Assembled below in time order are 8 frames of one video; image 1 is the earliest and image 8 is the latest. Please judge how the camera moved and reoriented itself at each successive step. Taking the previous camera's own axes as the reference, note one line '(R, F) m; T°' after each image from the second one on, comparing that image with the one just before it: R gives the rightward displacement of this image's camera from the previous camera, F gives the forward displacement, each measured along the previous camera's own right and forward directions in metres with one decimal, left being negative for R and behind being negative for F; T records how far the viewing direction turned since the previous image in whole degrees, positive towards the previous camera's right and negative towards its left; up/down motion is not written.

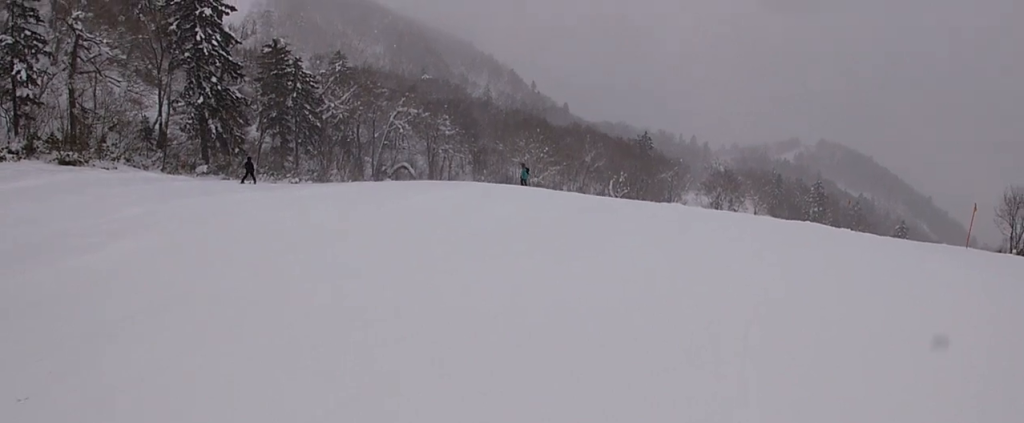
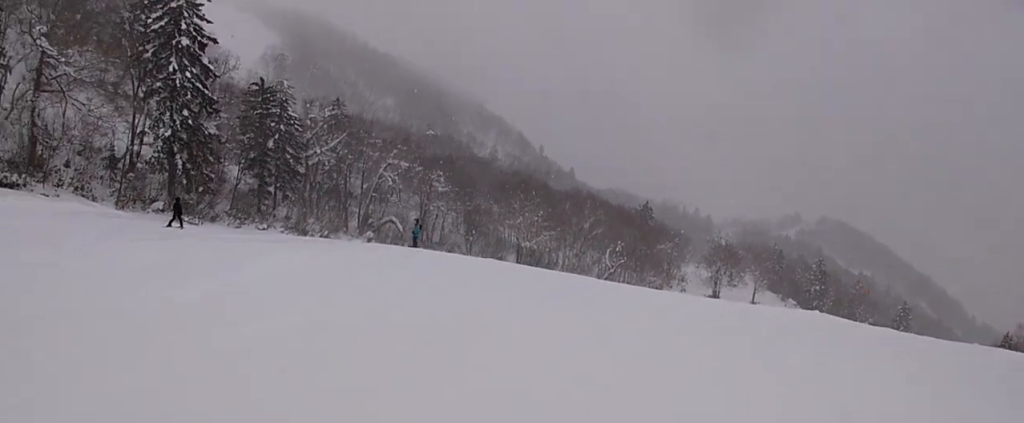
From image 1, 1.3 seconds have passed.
(+0.4, +5.4) m; -9°
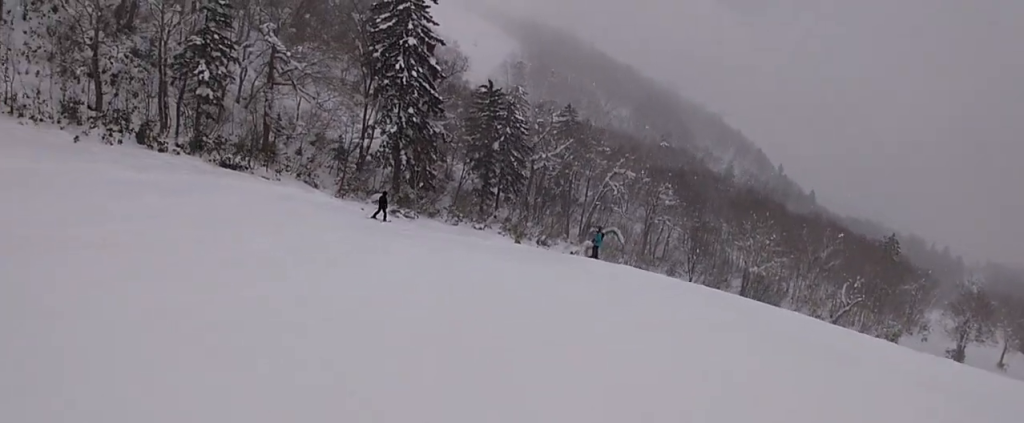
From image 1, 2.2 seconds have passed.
(-0.4, +3.1) m; -20°
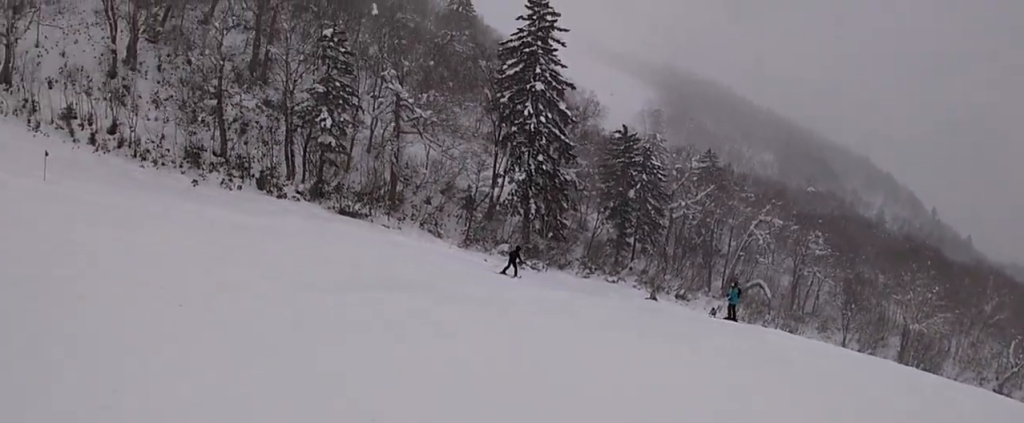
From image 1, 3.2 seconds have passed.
(-0.9, +3.5) m; -15°
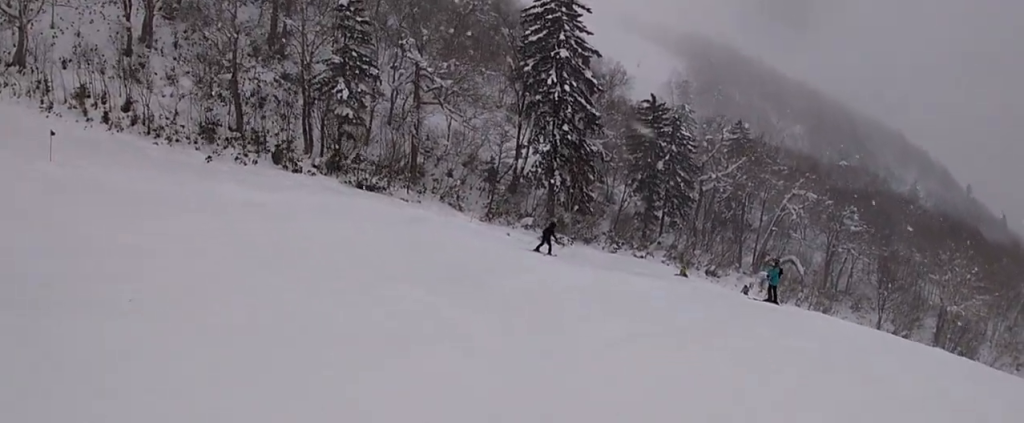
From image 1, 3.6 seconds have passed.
(-0.1, +1.5) m; 0°
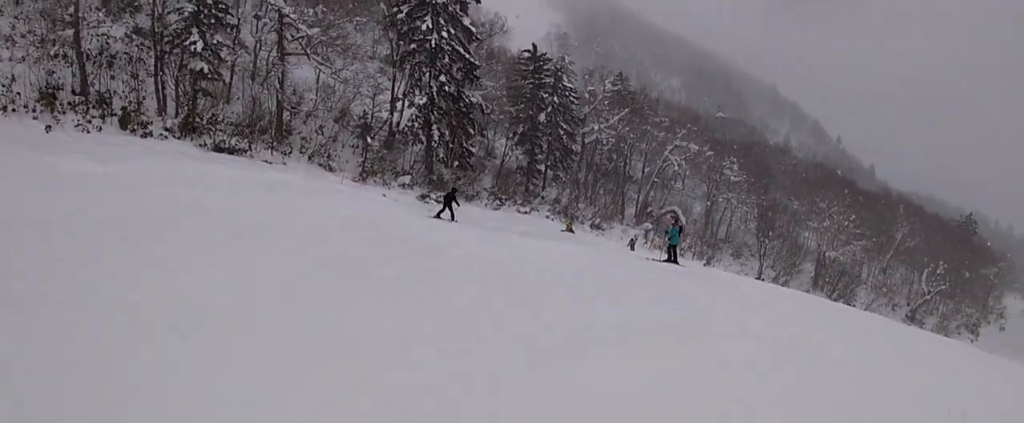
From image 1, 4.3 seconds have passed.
(0.0, +2.3) m; +7°
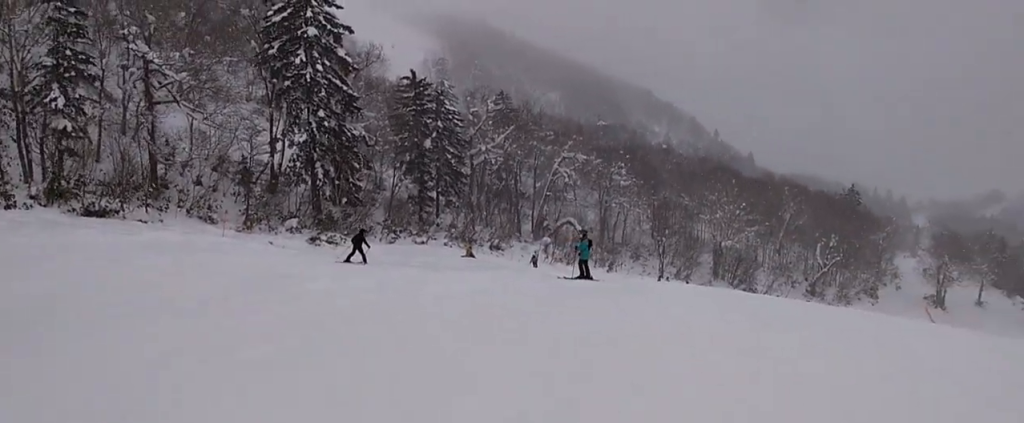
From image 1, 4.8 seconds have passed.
(-0.1, +1.5) m; +8°
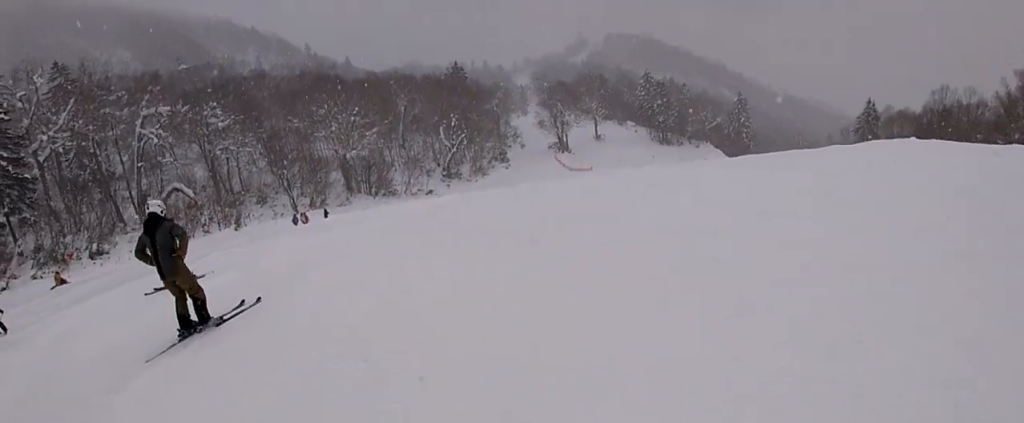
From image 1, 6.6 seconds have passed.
(+1.6, +5.9) m; +31°
